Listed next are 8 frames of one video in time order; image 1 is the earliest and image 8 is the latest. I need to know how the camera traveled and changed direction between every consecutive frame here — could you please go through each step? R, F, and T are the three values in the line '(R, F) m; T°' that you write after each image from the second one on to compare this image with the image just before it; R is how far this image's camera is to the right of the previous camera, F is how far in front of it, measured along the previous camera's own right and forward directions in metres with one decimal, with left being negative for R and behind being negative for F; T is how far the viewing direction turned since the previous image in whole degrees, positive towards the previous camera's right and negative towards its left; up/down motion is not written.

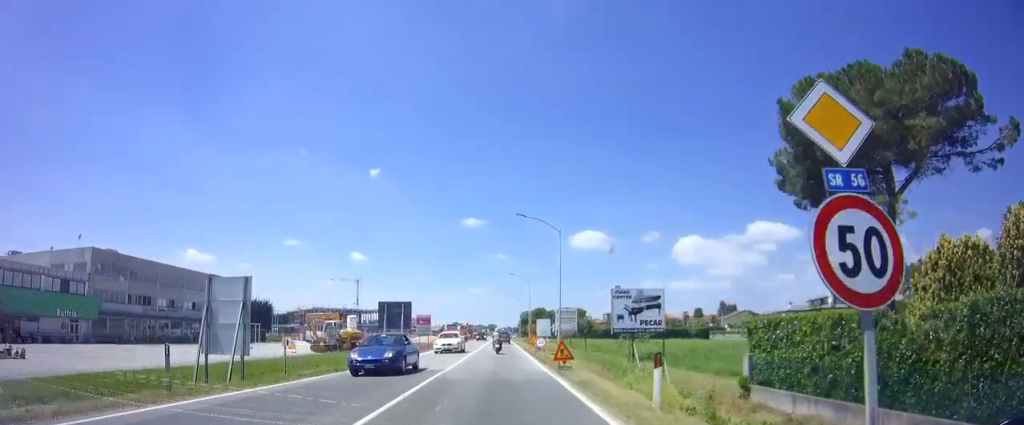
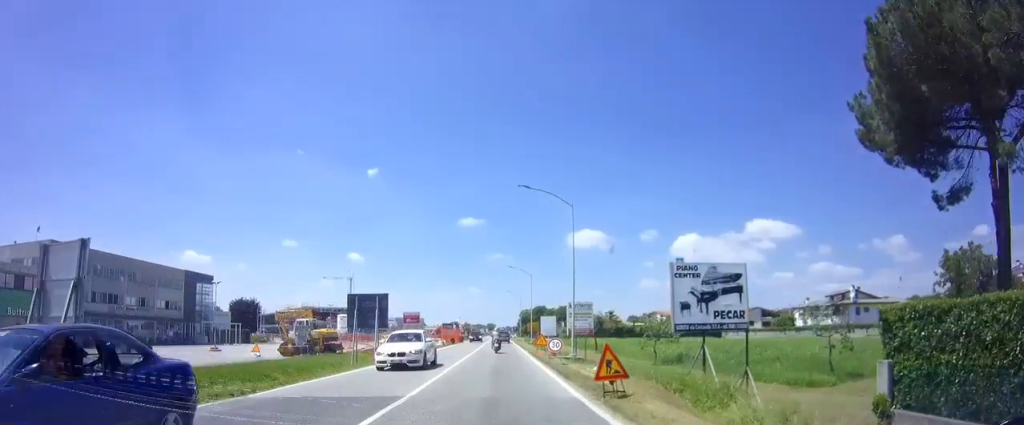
(+0.1, +7.9) m; 0°
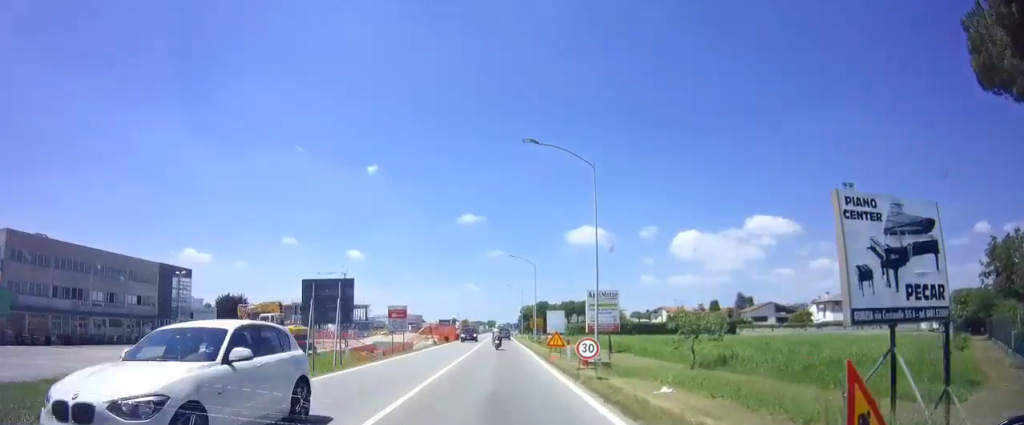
(0.0, +7.6) m; 0°
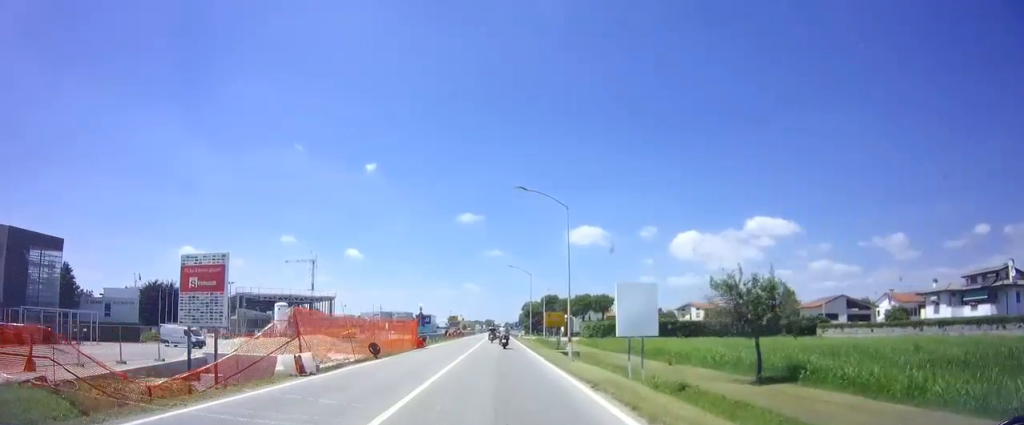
(-0.1, +30.8) m; 0°
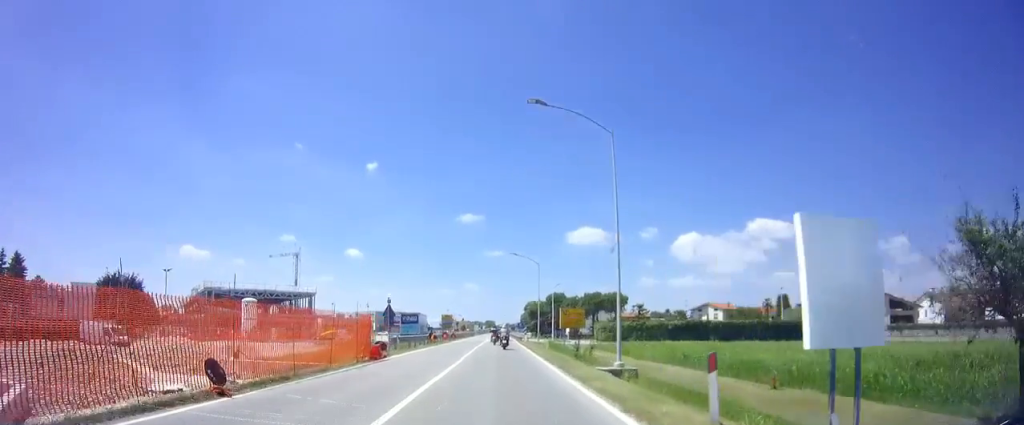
(0.0, +13.4) m; 0°
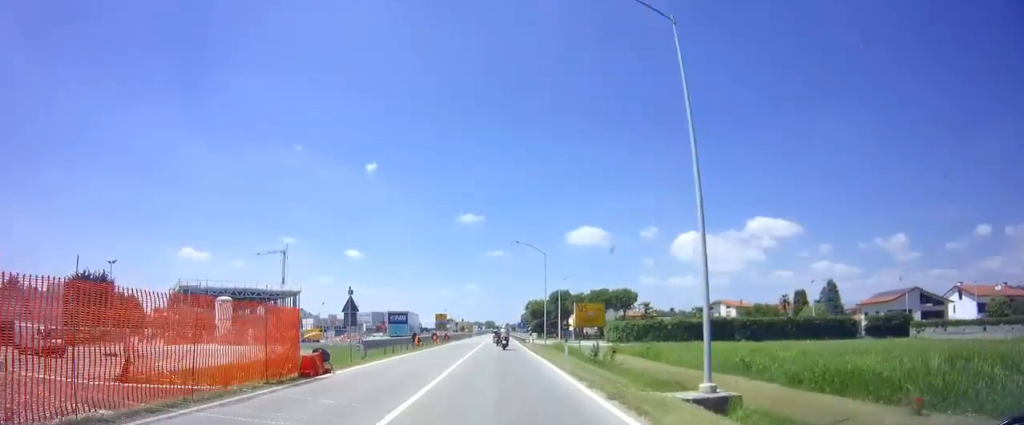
(0.0, +8.4) m; 0°
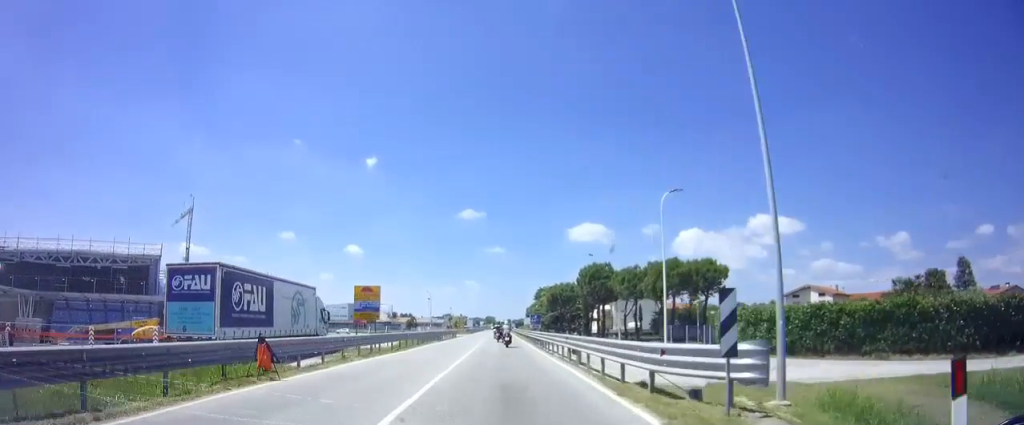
(+0.2, +43.0) m; +1°
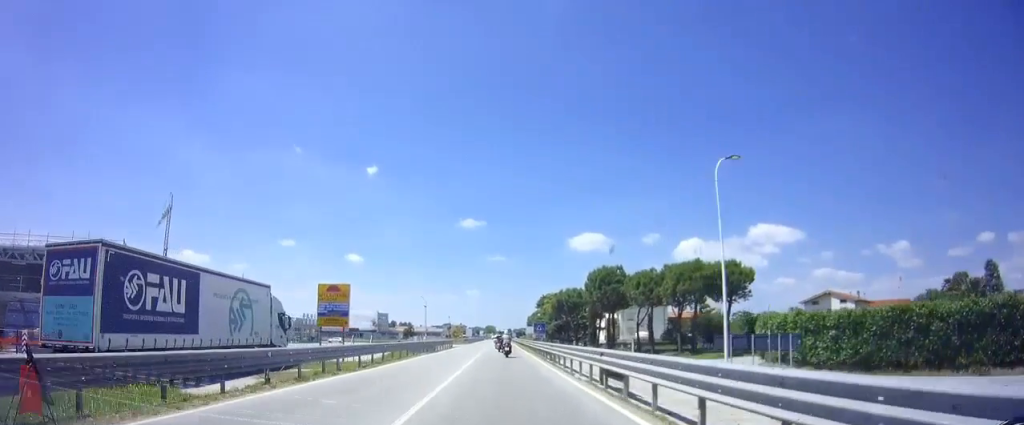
(+0.2, +6.6) m; 0°
